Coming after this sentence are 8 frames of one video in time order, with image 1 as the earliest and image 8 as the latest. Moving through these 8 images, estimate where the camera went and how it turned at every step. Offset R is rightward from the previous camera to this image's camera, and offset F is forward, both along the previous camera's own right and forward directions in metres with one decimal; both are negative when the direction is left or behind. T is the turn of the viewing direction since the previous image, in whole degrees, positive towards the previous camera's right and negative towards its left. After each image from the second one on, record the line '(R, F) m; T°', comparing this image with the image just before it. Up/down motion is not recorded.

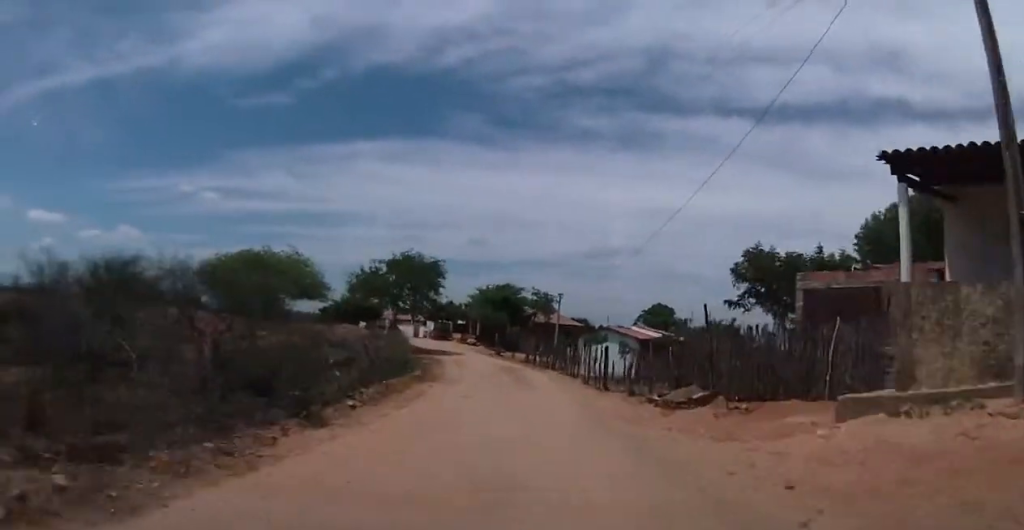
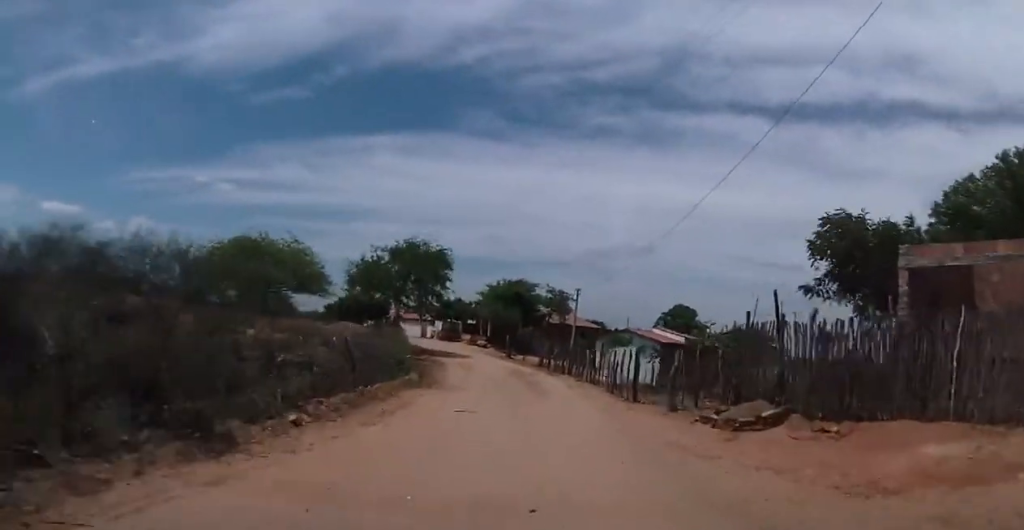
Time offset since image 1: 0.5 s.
(0.0, +4.0) m; +1°
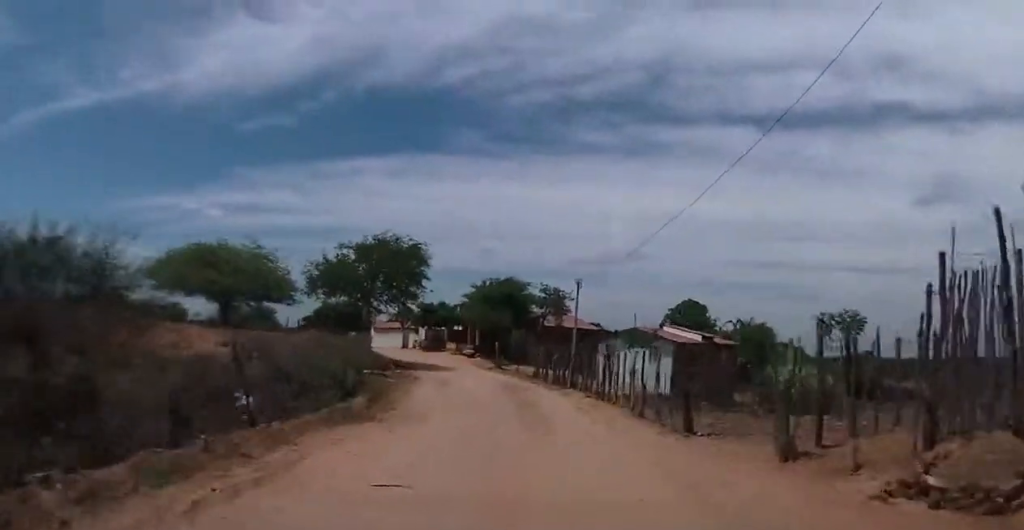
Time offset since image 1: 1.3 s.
(+0.1, +6.9) m; +1°
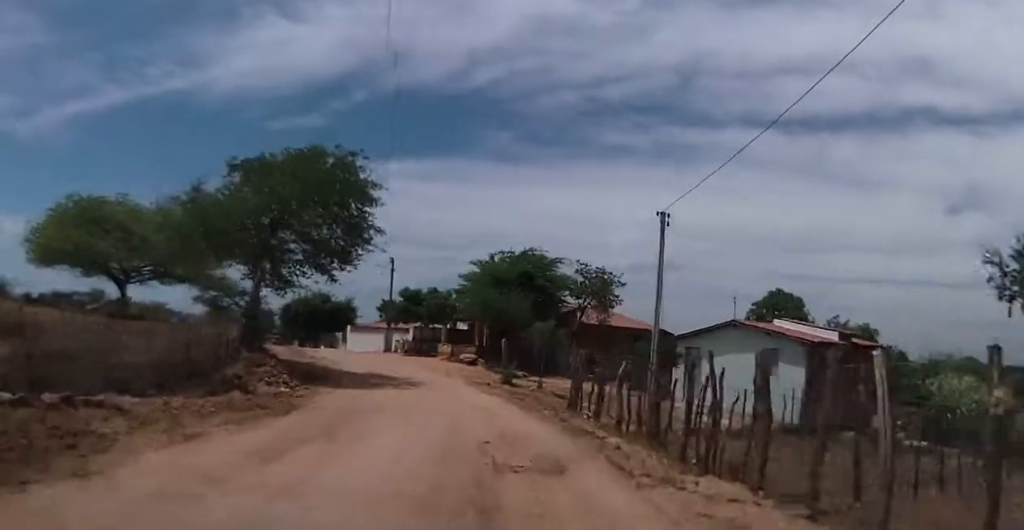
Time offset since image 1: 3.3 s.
(-1.0, +17.6) m; -9°
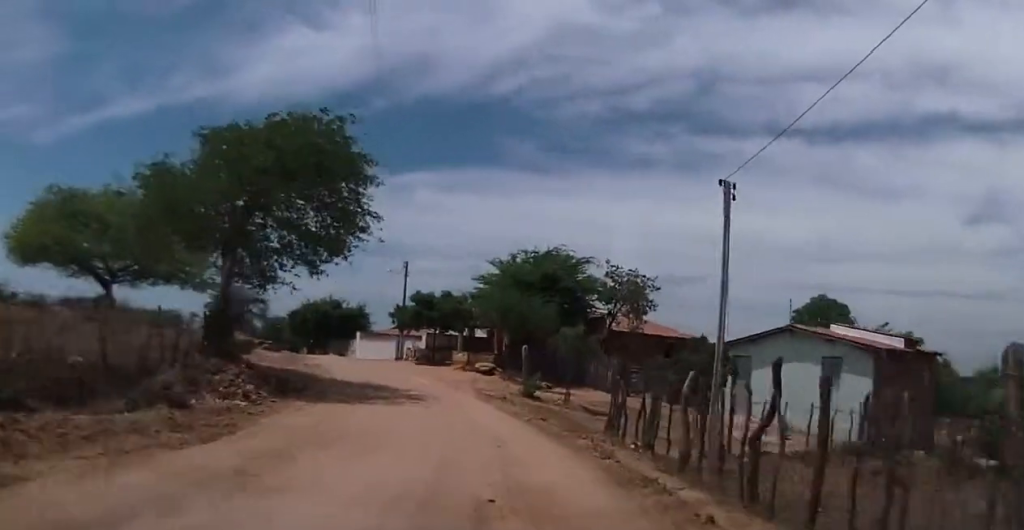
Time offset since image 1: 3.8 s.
(-0.1, +3.6) m; -3°
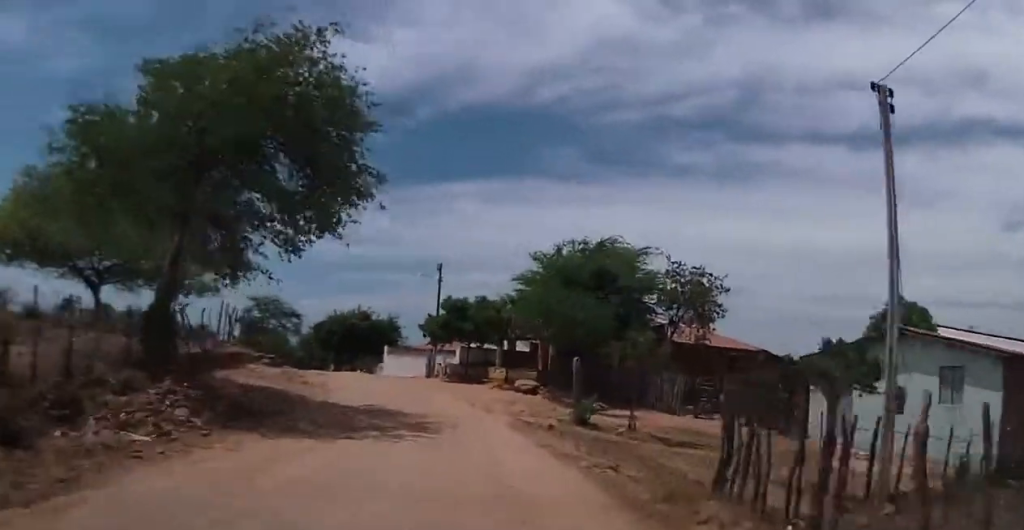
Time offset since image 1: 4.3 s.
(0.0, +4.7) m; -3°
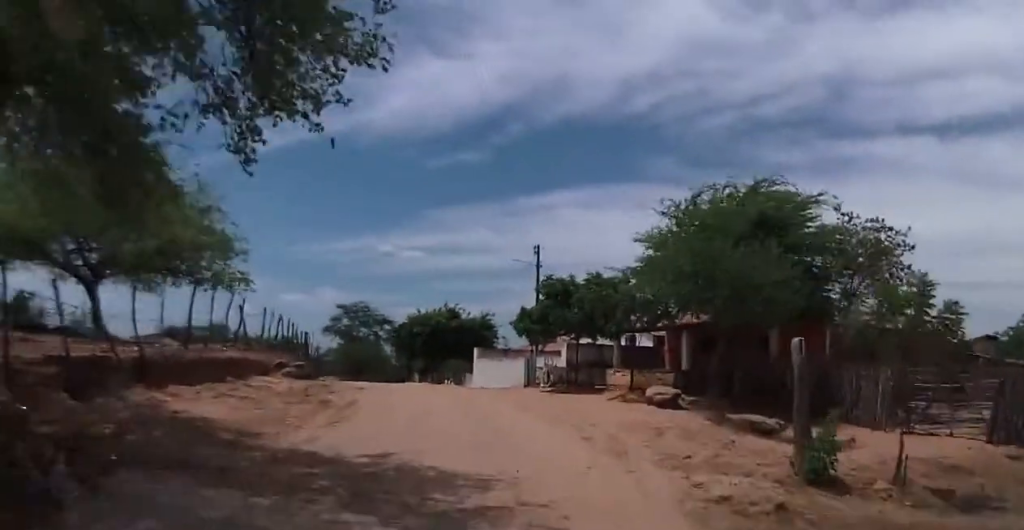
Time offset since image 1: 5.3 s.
(-0.4, +7.4) m; -8°
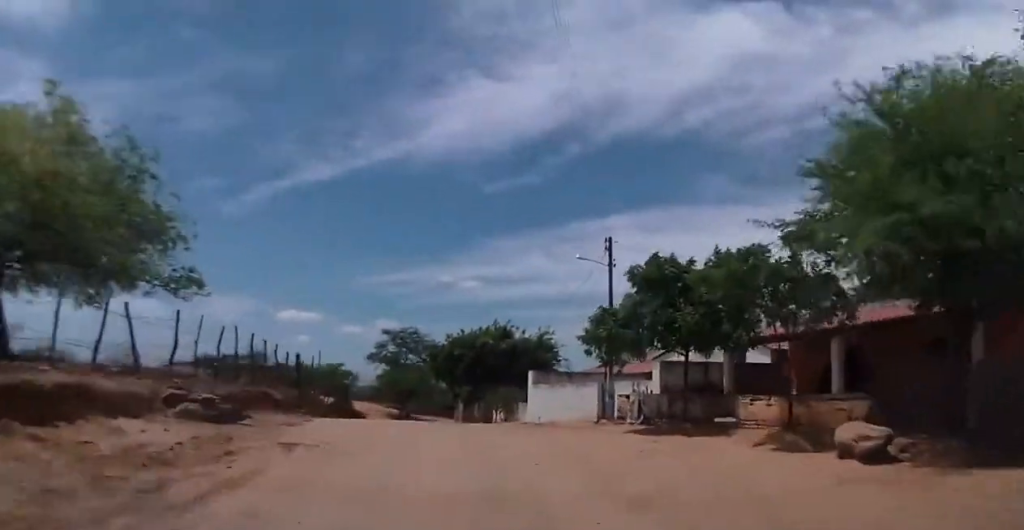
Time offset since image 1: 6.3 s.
(-0.7, +7.2) m; -6°
